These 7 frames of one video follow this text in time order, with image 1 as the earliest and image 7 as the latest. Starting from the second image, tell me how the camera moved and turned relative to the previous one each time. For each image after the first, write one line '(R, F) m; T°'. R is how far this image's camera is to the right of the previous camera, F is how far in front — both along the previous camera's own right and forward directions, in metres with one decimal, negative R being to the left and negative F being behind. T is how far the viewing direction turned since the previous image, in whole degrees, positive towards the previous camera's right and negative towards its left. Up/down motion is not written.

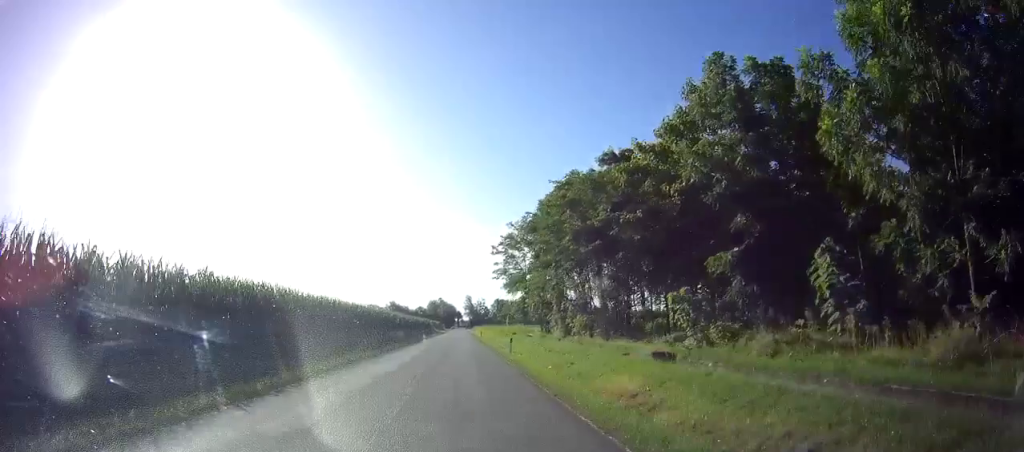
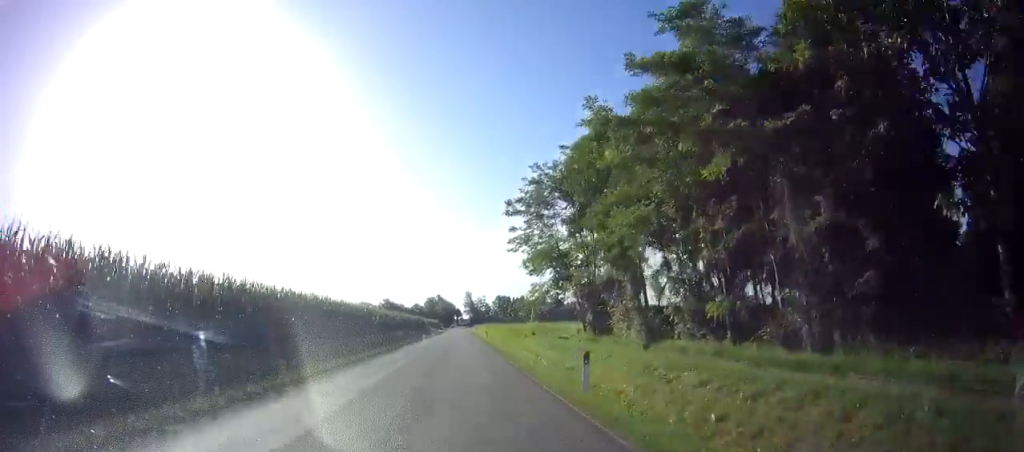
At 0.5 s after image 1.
(0.0, +15.4) m; 0°
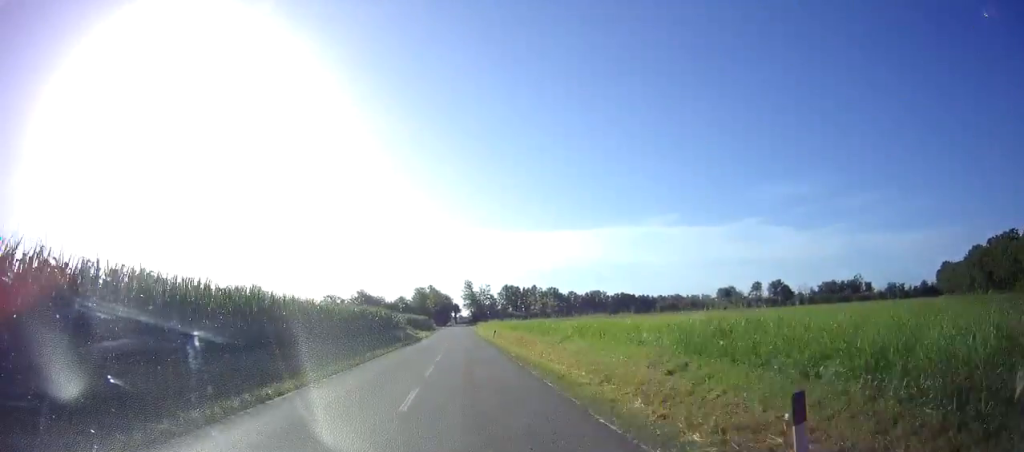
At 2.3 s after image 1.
(0.0, +49.6) m; 0°
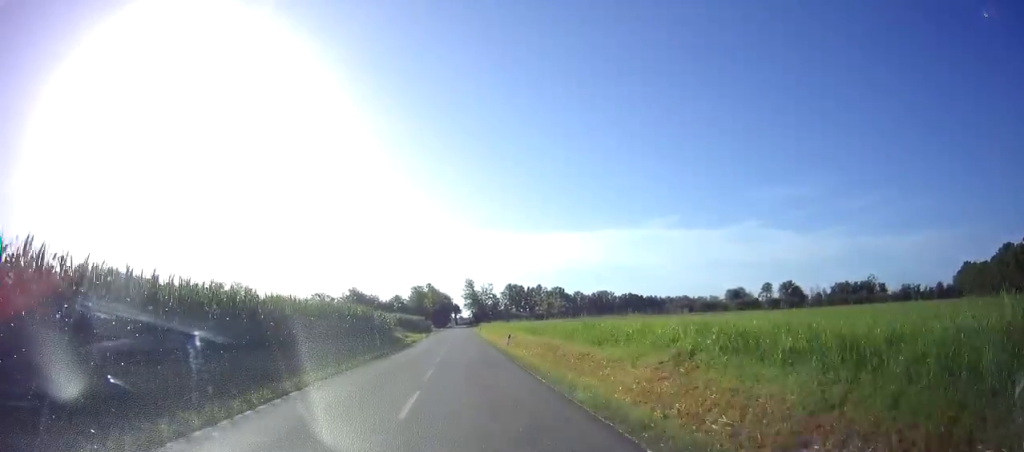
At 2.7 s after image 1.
(-0.1, +12.2) m; 0°
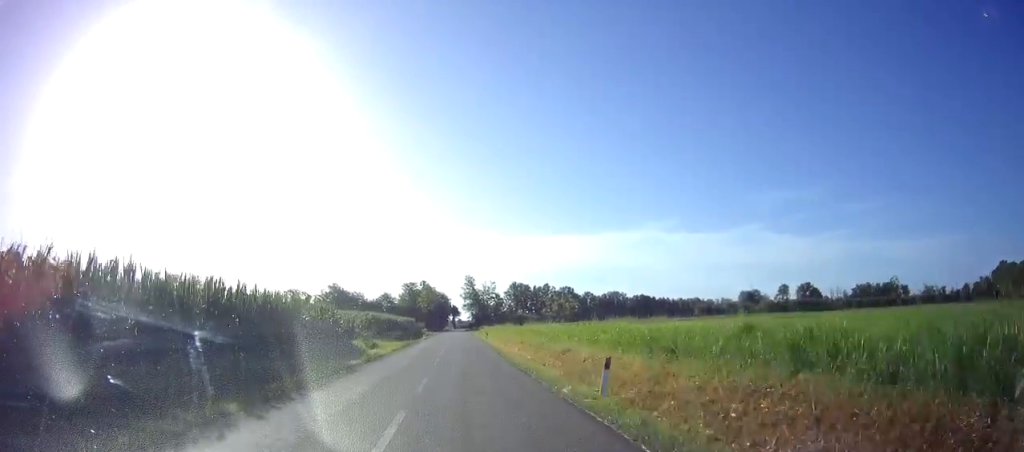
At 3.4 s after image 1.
(-0.1, +20.5) m; 0°
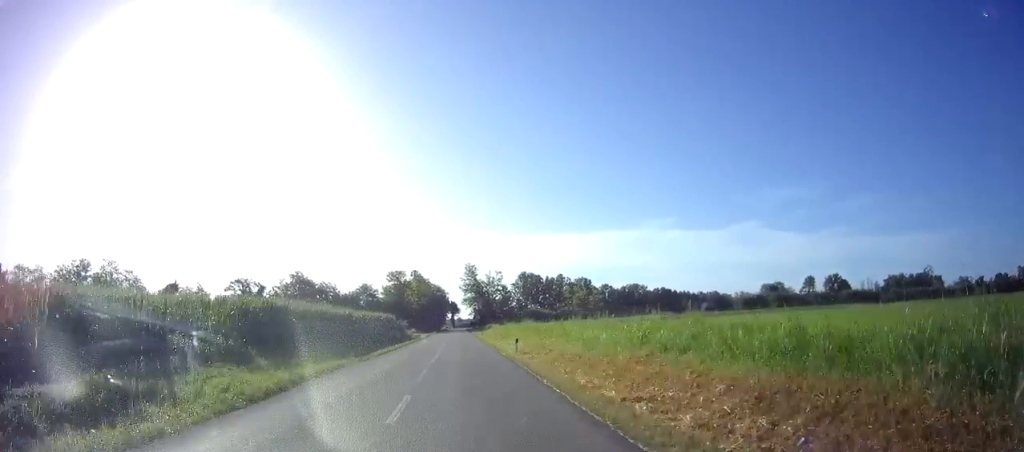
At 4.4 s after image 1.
(+0.1, +27.4) m; 0°
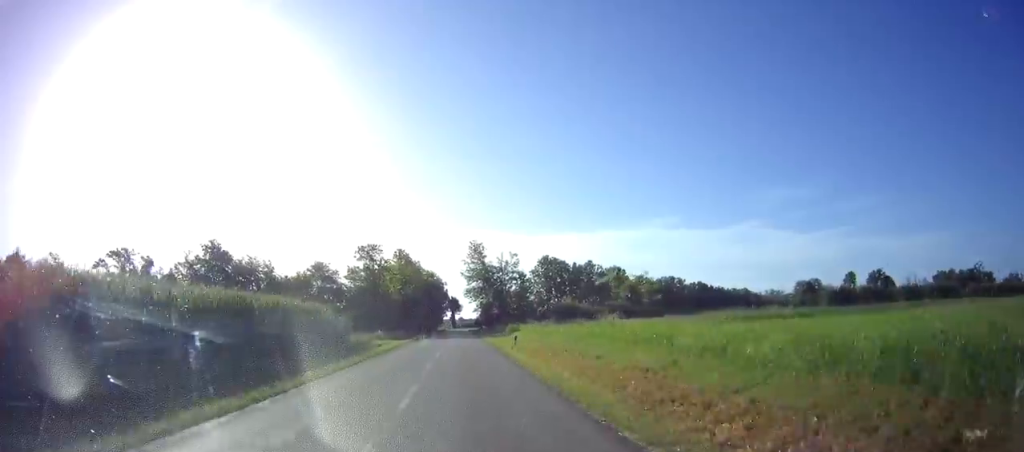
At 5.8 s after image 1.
(0.0, +35.8) m; 0°
